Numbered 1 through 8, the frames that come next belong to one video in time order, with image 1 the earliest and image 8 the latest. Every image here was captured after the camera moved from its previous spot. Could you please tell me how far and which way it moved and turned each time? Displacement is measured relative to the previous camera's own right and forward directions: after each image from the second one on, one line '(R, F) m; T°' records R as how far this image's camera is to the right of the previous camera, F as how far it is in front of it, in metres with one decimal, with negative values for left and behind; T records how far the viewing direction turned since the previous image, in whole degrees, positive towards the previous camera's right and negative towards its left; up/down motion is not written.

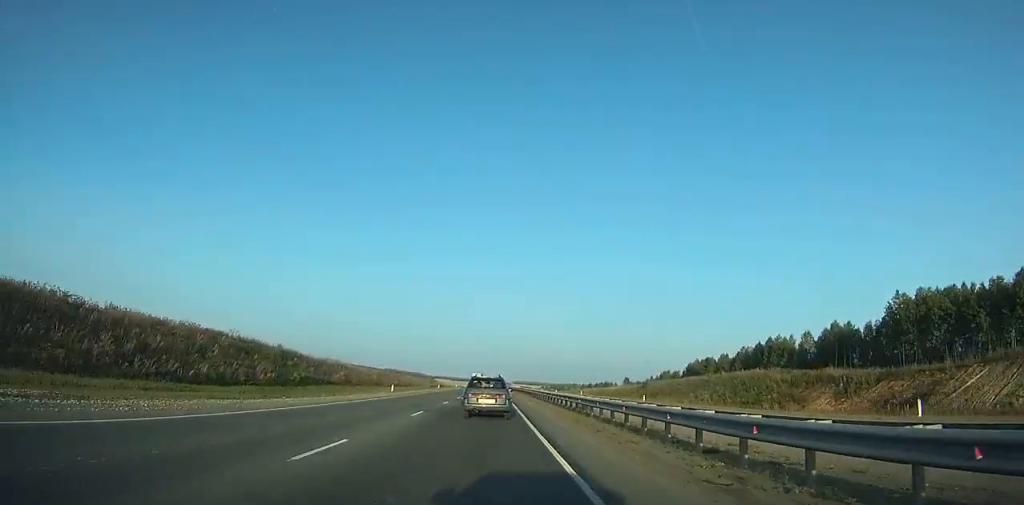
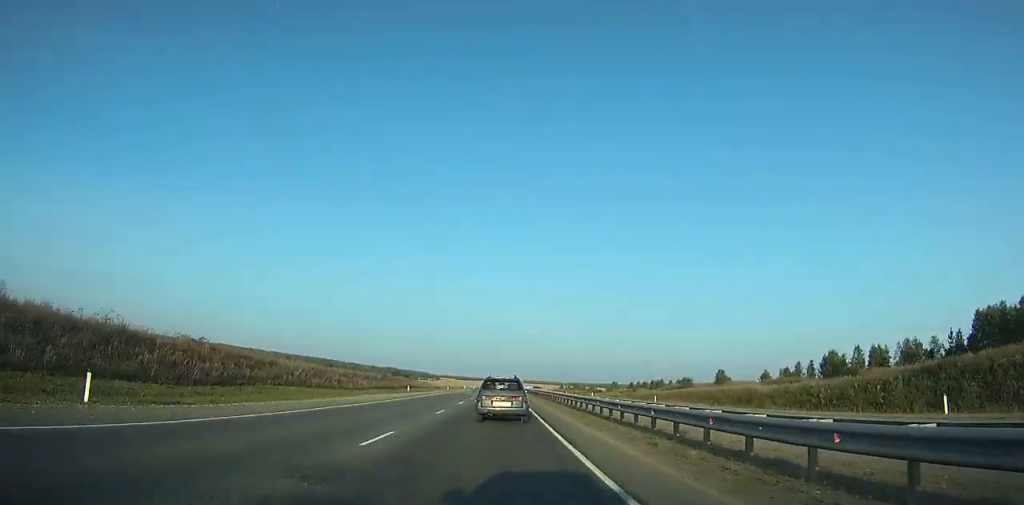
(+2.7, +96.1) m; +1°
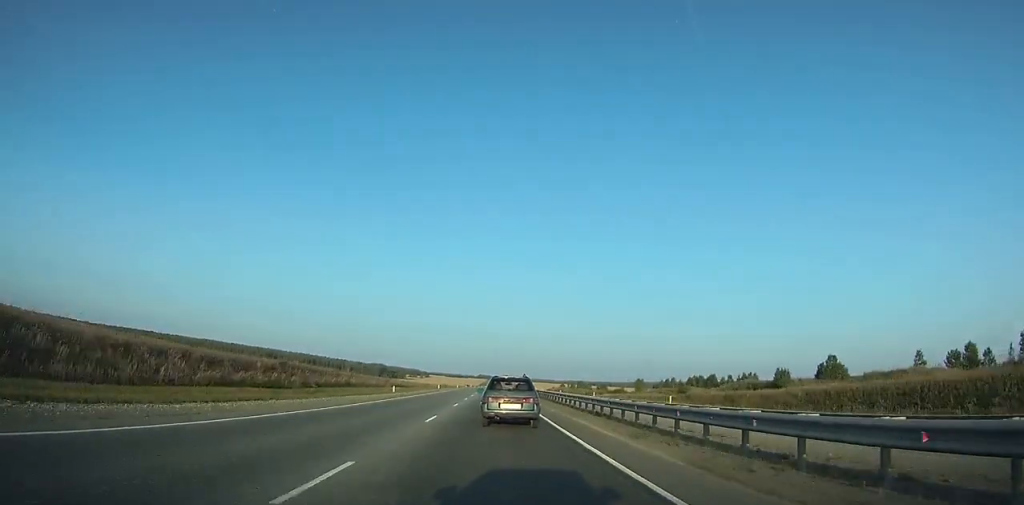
(-0.3, +53.4) m; 0°
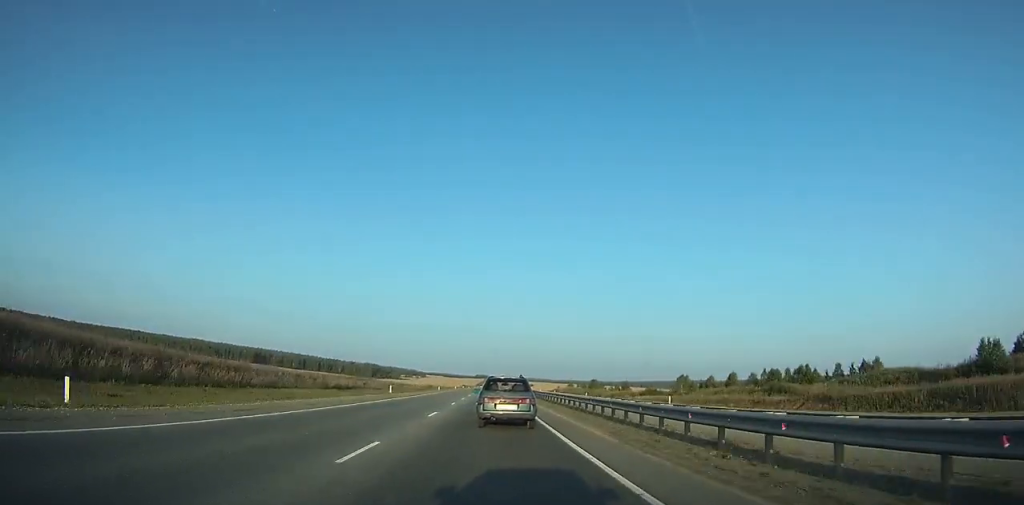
(+0.1, +45.7) m; 0°
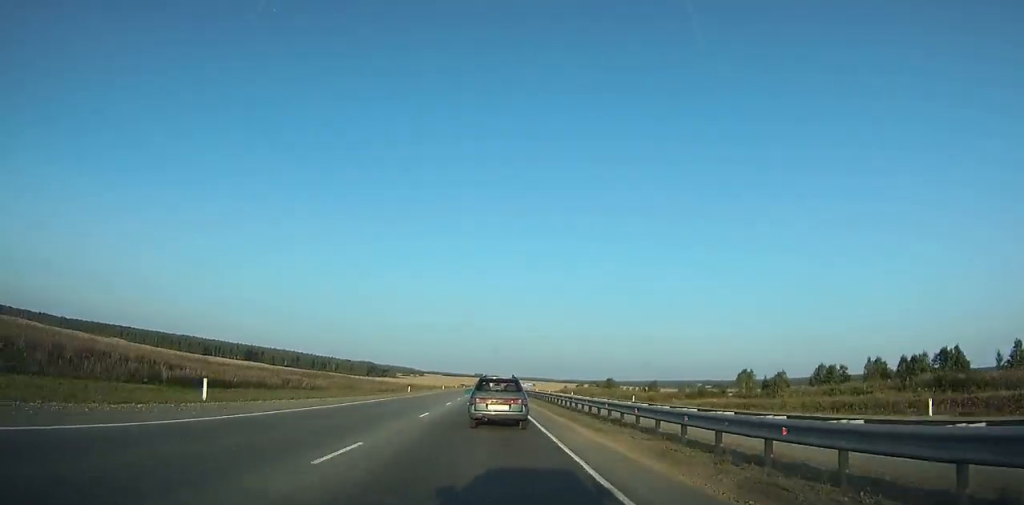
(+0.1, +36.1) m; 0°
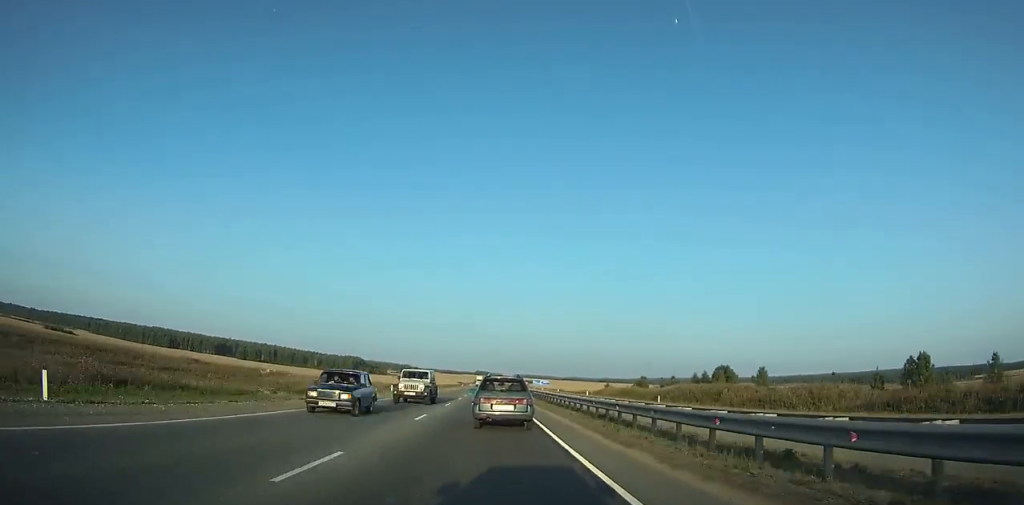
(+0.2, +107.4) m; 0°
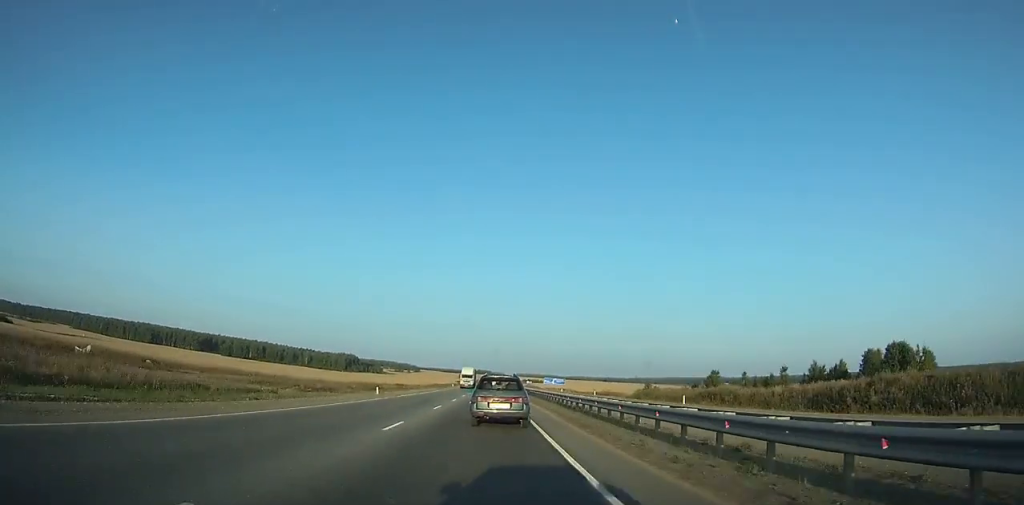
(0.0, +54.7) m; 0°
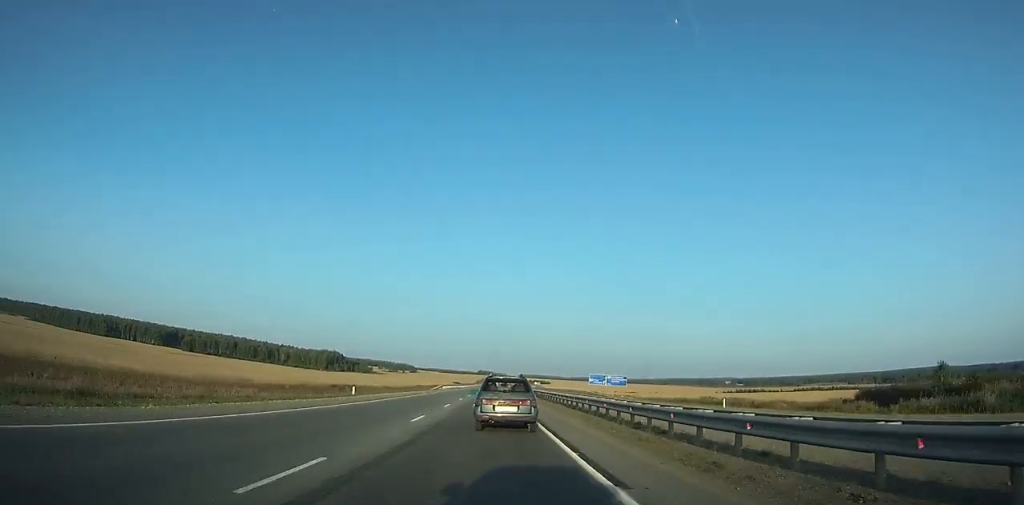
(-0.1, +103.6) m; 0°
